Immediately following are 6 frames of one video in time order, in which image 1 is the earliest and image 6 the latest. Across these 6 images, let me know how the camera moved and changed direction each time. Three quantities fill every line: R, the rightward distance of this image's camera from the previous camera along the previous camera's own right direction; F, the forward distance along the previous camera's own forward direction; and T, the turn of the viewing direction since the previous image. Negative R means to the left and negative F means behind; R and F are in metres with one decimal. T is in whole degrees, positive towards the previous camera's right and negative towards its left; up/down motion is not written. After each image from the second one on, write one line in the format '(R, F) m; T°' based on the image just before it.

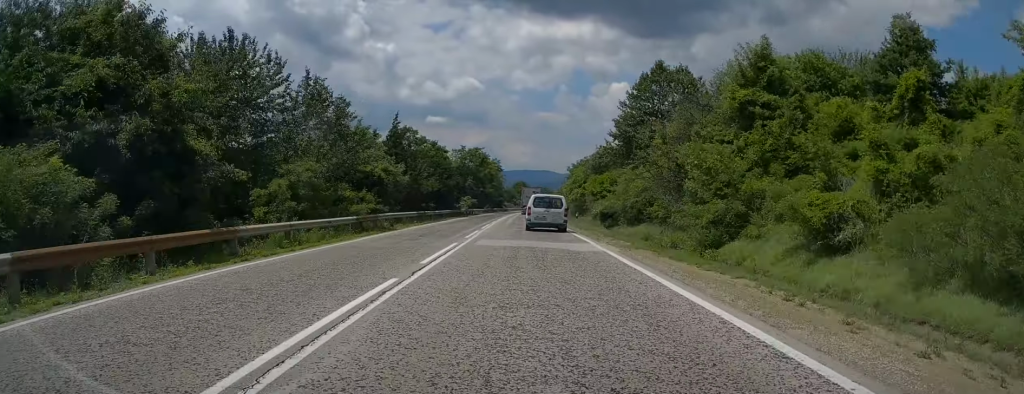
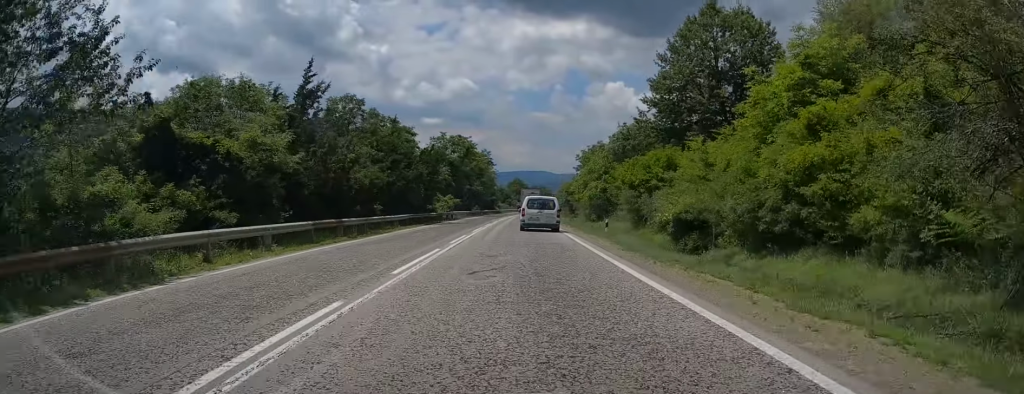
(0.0, +20.0) m; 0°
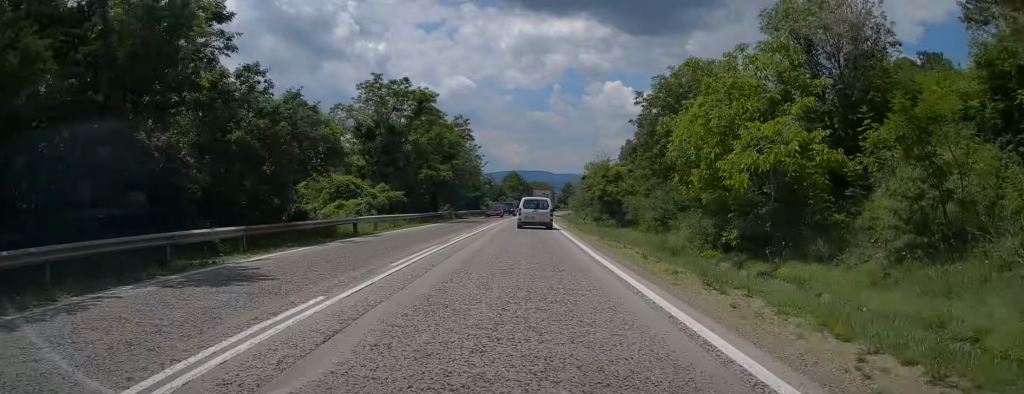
(-0.1, +35.4) m; 0°
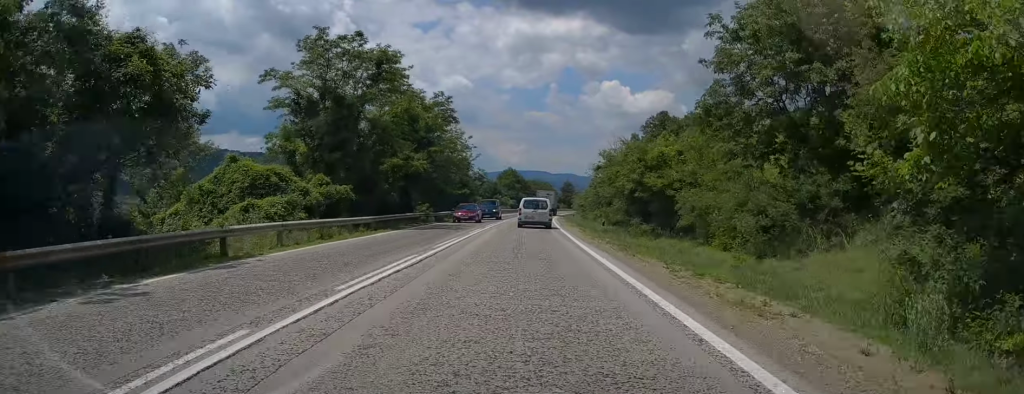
(0.0, +12.3) m; +1°
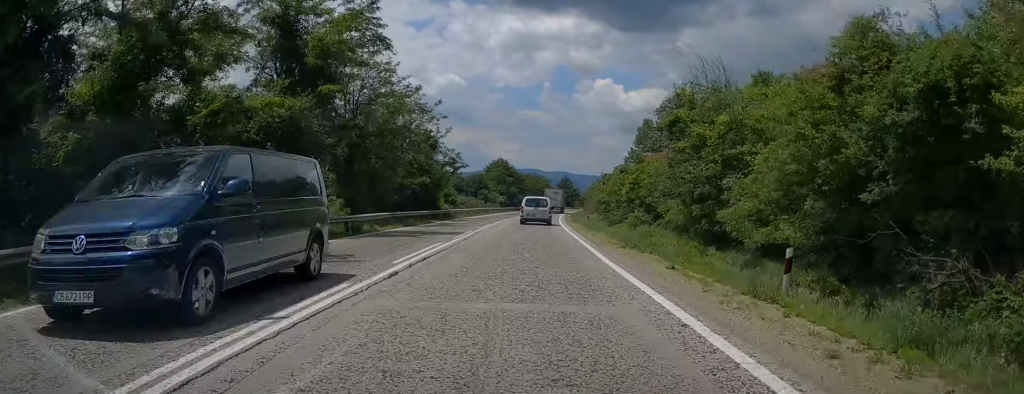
(+0.4, +23.3) m; +2°
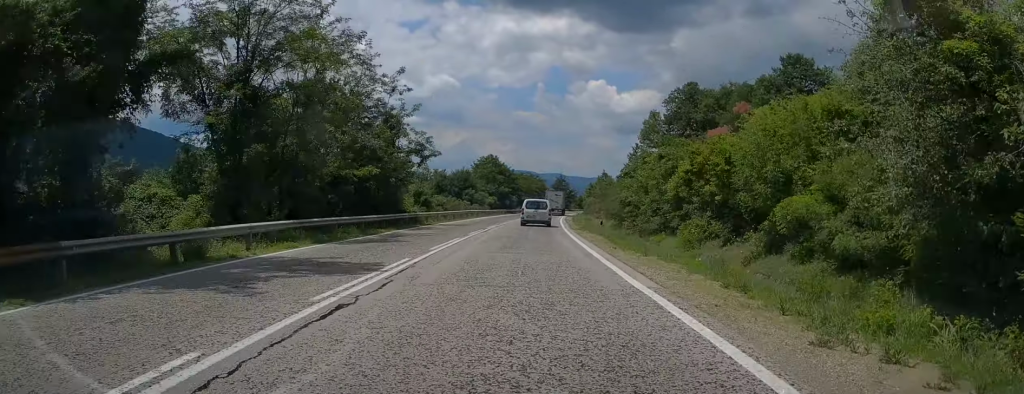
(0.0, +13.1) m; 0°
